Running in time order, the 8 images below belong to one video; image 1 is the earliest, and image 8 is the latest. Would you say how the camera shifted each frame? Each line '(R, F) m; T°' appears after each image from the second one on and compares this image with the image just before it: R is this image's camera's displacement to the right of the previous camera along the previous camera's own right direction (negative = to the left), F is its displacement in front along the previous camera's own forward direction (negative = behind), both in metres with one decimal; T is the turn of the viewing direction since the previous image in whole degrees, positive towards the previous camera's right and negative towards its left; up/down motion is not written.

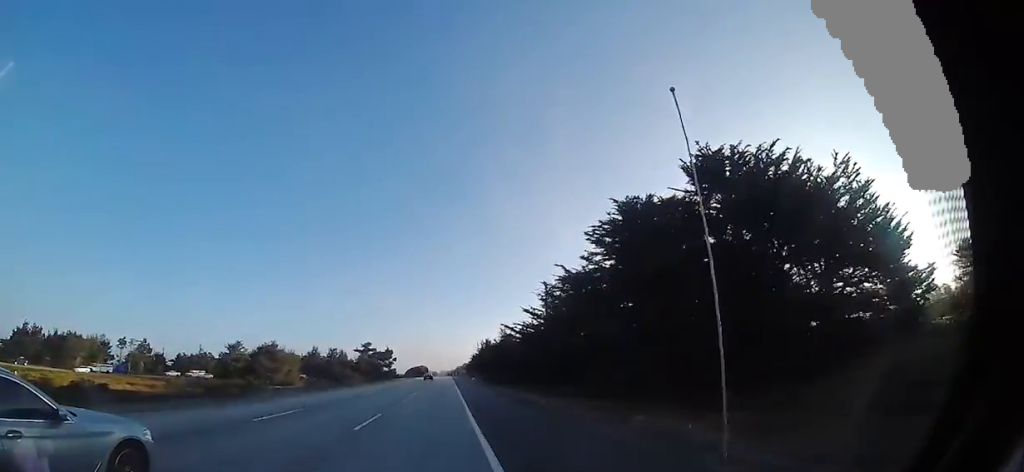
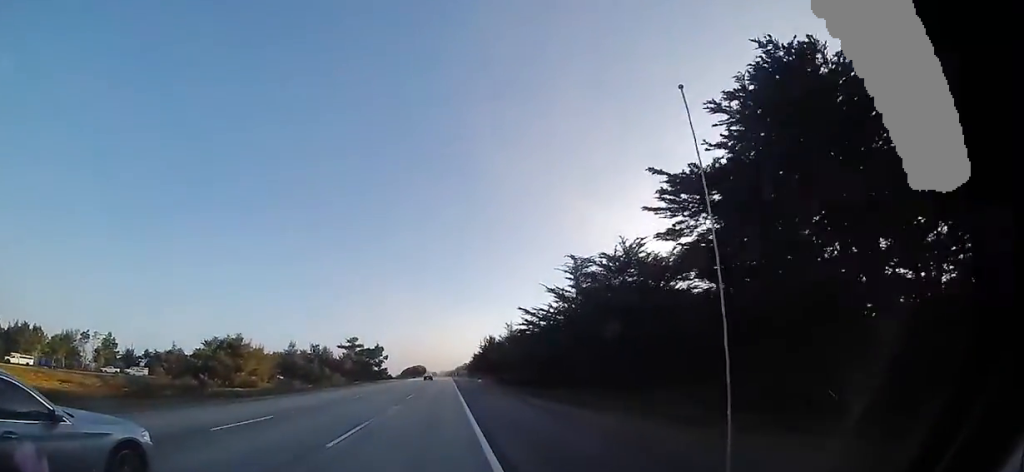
(0.0, +16.8) m; 0°
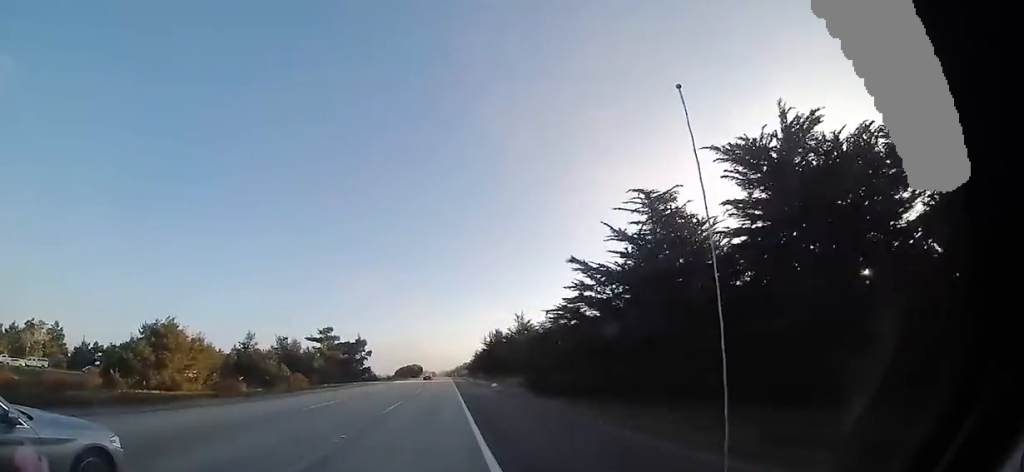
(+0.1, +21.5) m; 0°
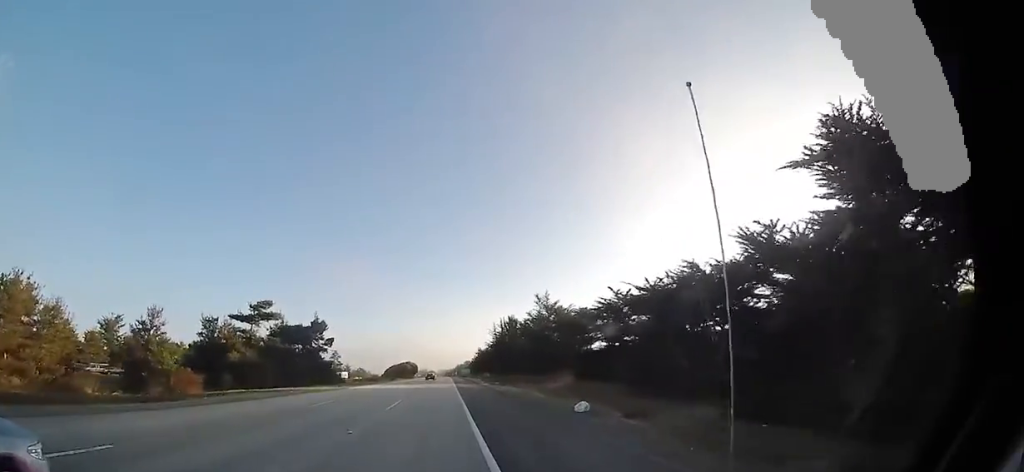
(0.0, +28.7) m; -1°
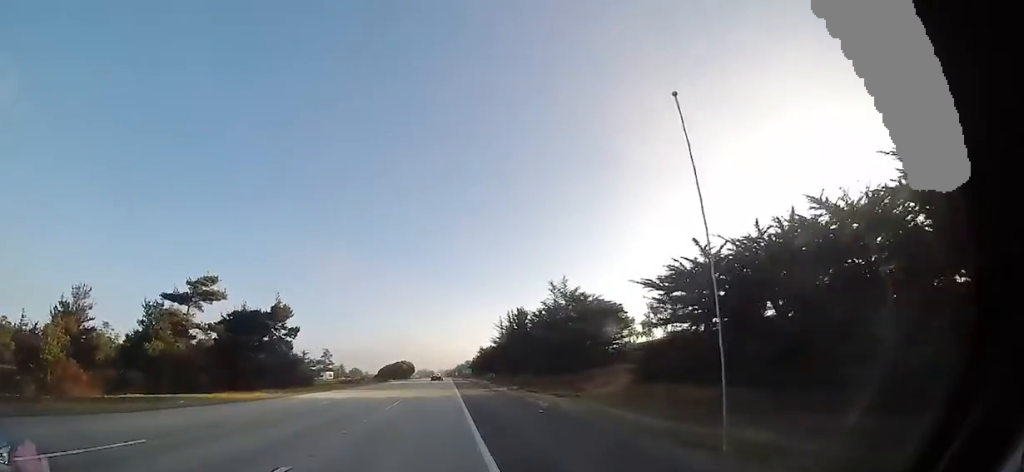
(-0.2, +13.6) m; 0°
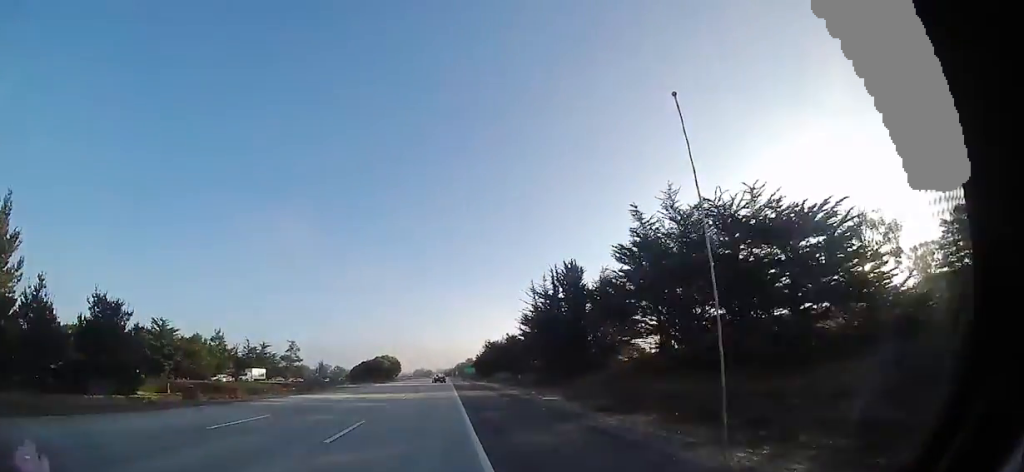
(0.0, +37.8) m; +1°
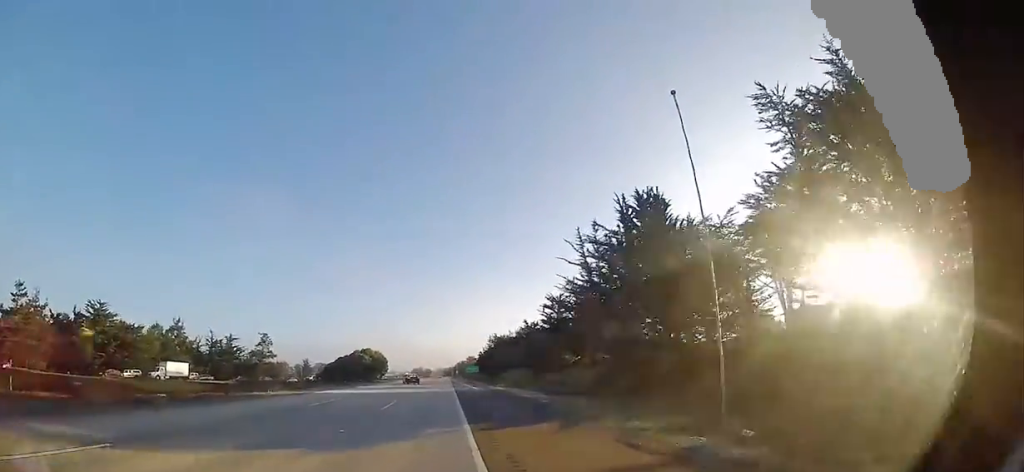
(+0.4, +21.8) m; +1°
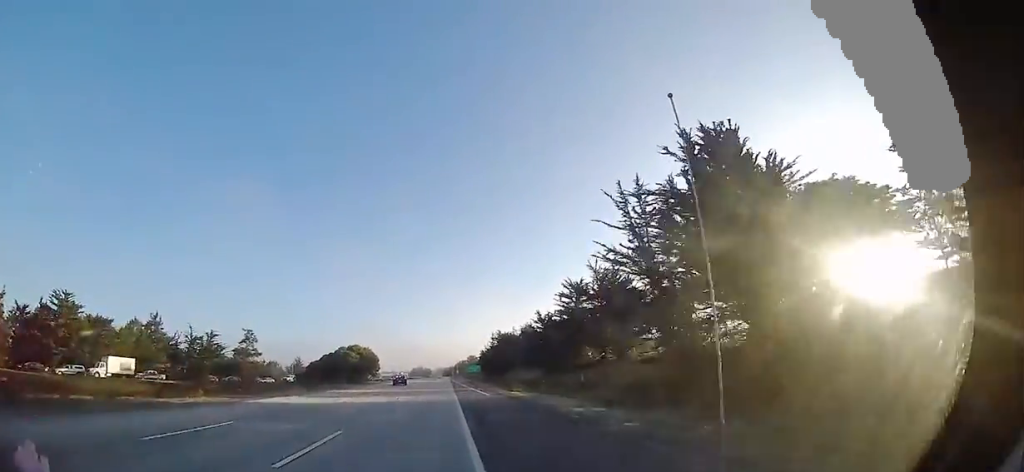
(+0.1, +9.9) m; 0°
